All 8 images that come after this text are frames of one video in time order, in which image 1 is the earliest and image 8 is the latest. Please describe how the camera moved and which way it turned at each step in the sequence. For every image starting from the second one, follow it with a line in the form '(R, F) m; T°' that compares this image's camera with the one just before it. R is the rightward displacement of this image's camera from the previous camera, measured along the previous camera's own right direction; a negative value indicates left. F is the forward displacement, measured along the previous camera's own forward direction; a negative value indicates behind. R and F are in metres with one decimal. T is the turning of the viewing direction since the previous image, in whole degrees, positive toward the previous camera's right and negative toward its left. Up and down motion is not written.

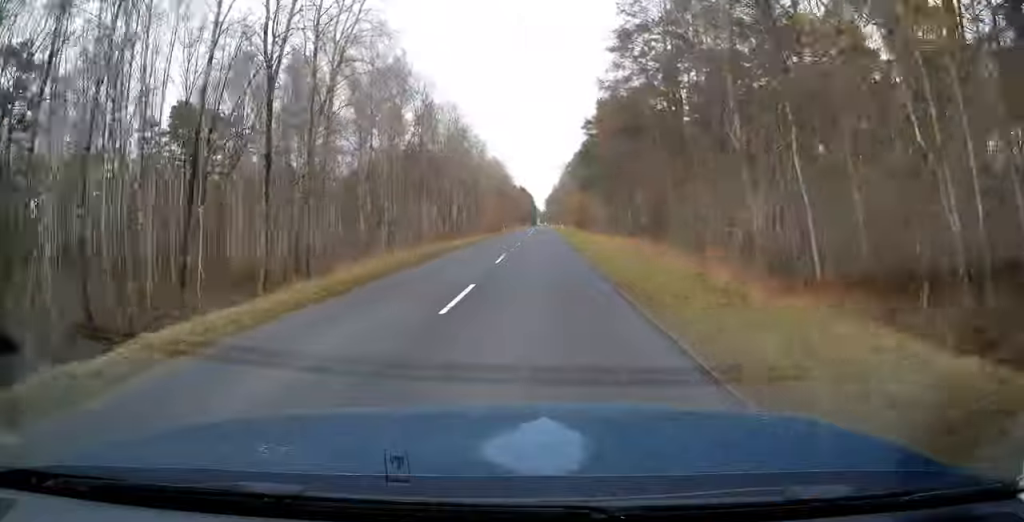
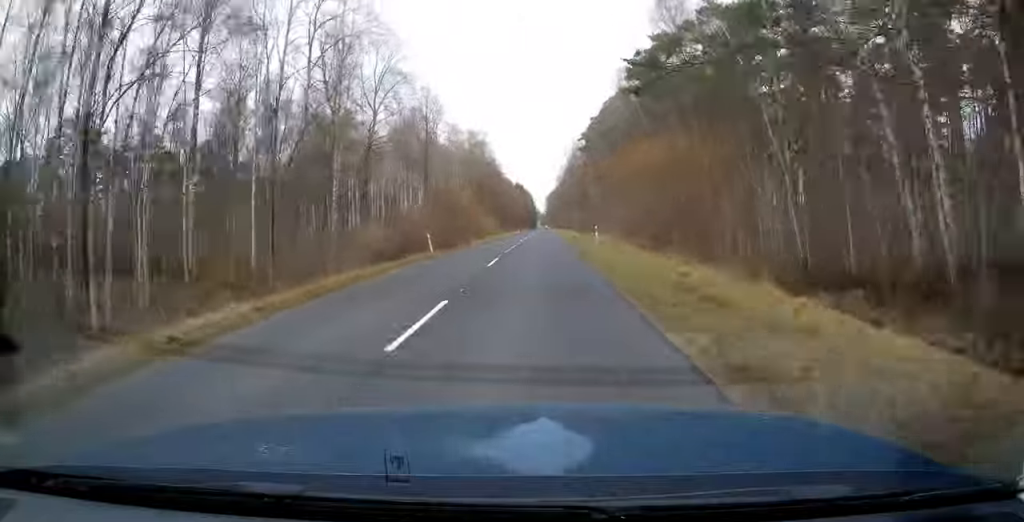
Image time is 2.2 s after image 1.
(+0.1, +59.6) m; 0°
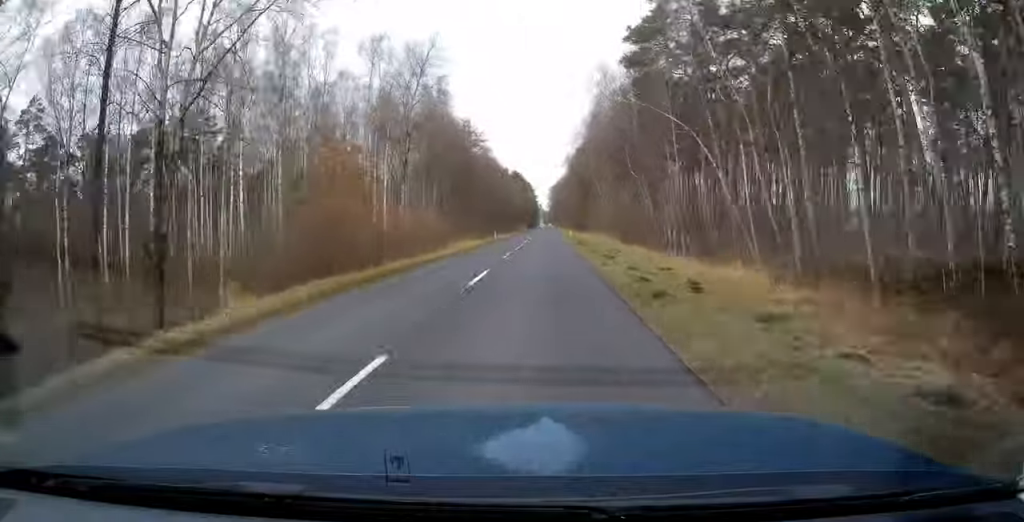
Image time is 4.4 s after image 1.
(+0.1, +60.6) m; 0°
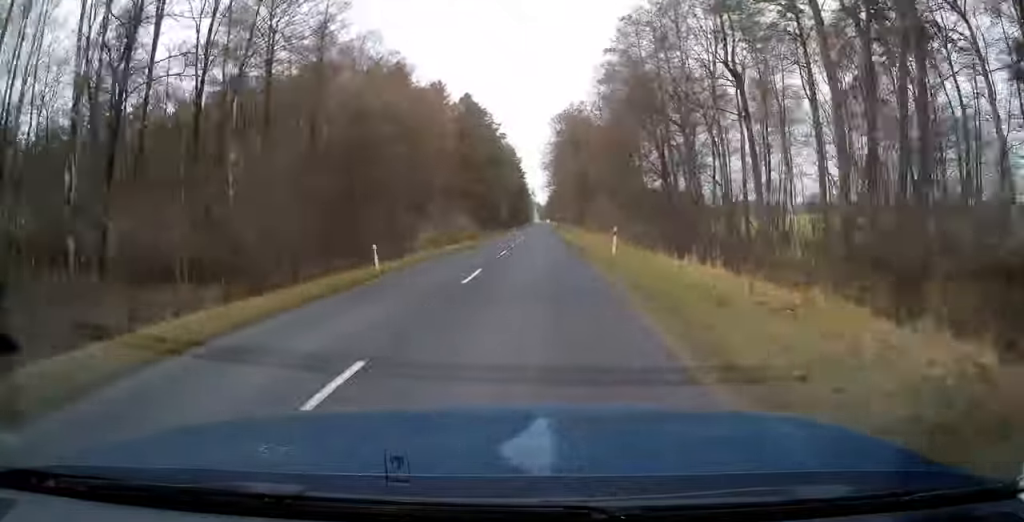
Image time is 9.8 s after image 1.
(+0.1, +148.2) m; 0°
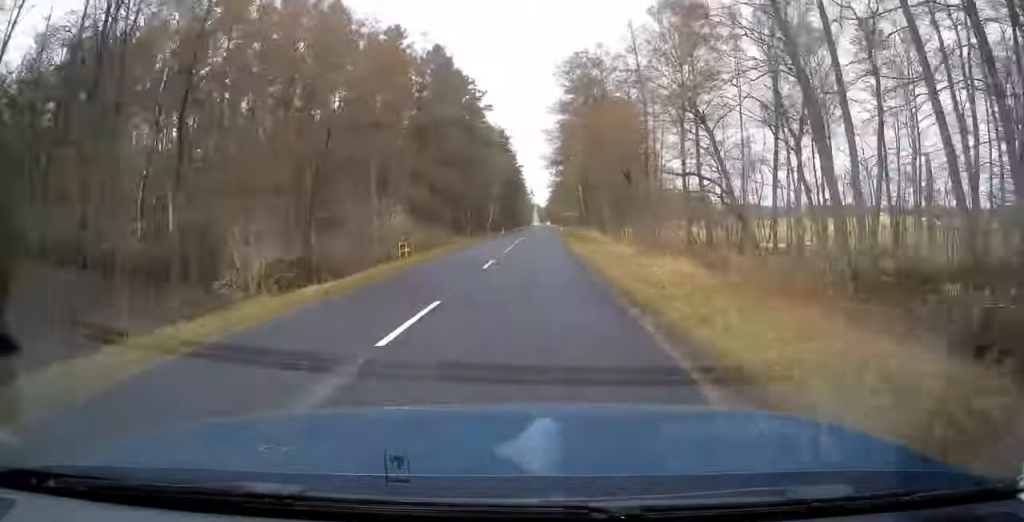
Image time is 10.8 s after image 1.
(-0.1, +30.0) m; 0°
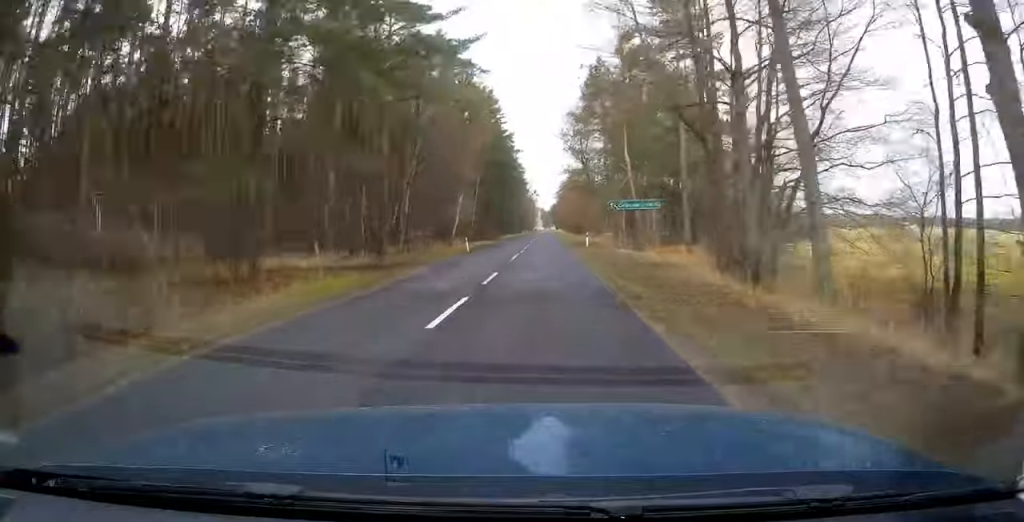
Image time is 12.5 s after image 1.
(-0.1, +46.8) m; 0°
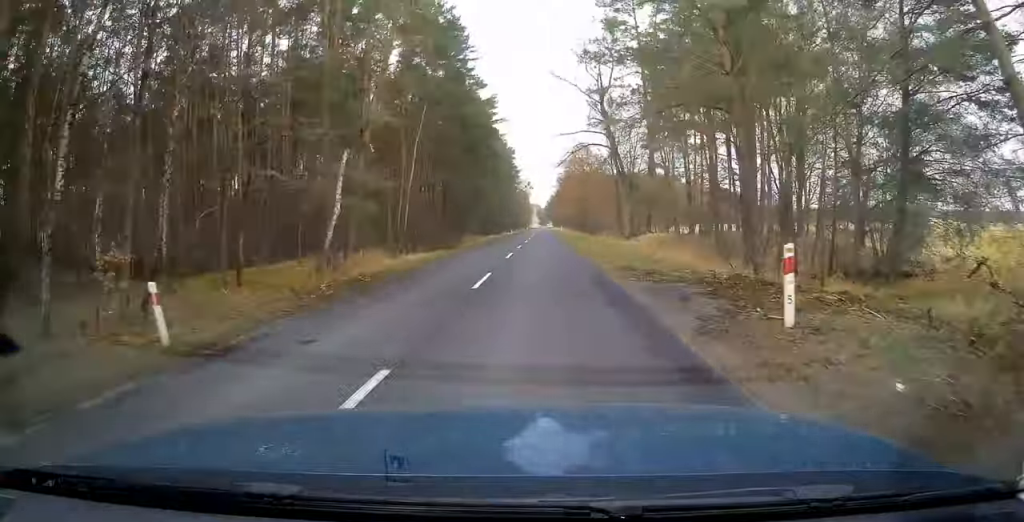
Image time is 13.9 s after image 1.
(0.0, +36.5) m; 0°
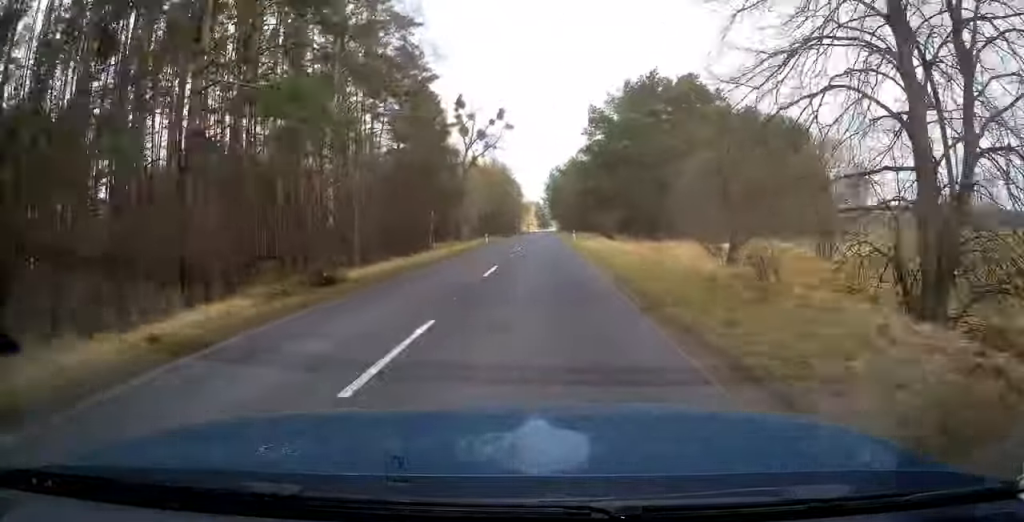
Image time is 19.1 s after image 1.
(+0.5, +144.6) m; 0°
